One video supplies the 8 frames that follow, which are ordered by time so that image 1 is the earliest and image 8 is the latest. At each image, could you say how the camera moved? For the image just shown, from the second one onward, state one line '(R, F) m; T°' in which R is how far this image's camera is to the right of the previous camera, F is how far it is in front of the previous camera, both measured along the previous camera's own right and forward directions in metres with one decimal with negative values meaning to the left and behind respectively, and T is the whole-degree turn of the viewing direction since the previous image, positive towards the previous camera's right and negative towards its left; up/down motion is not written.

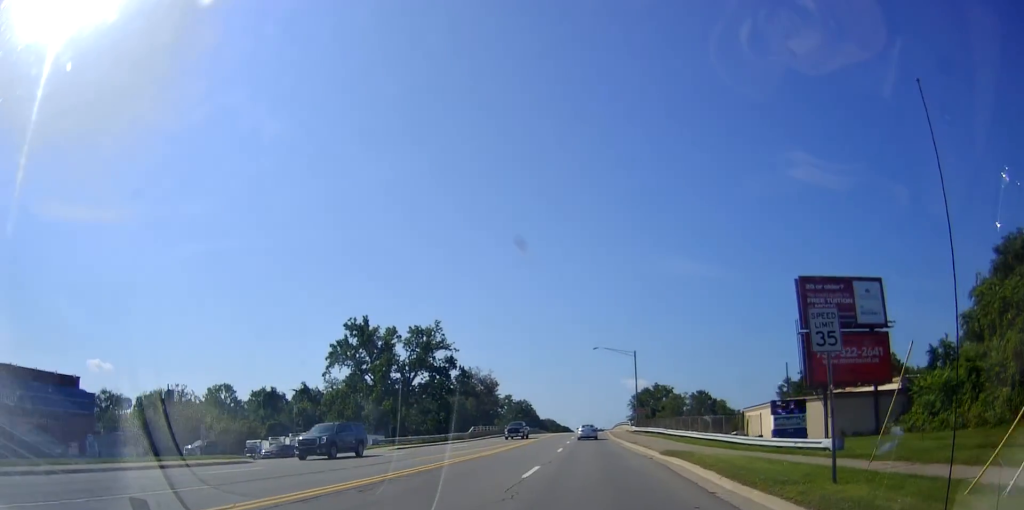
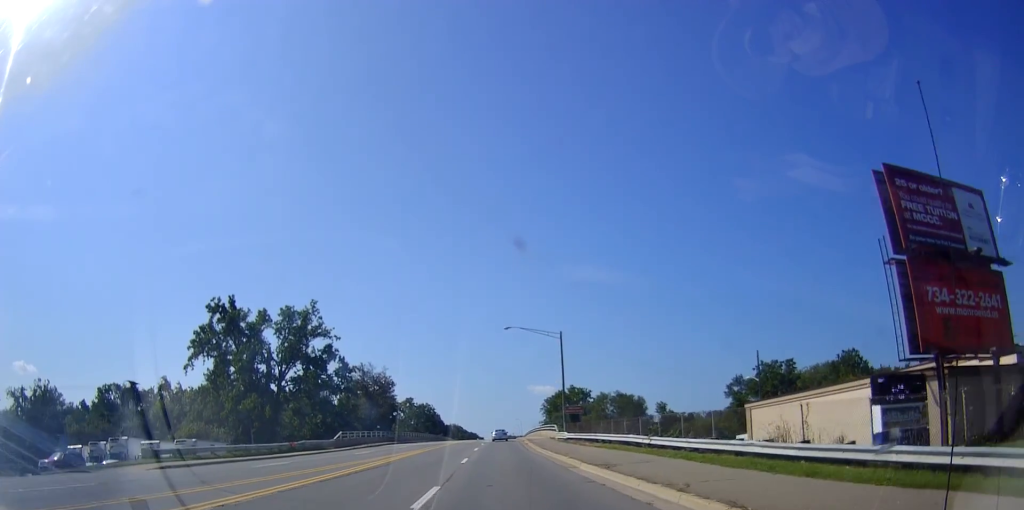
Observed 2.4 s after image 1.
(+5.6, +20.8) m; +16°
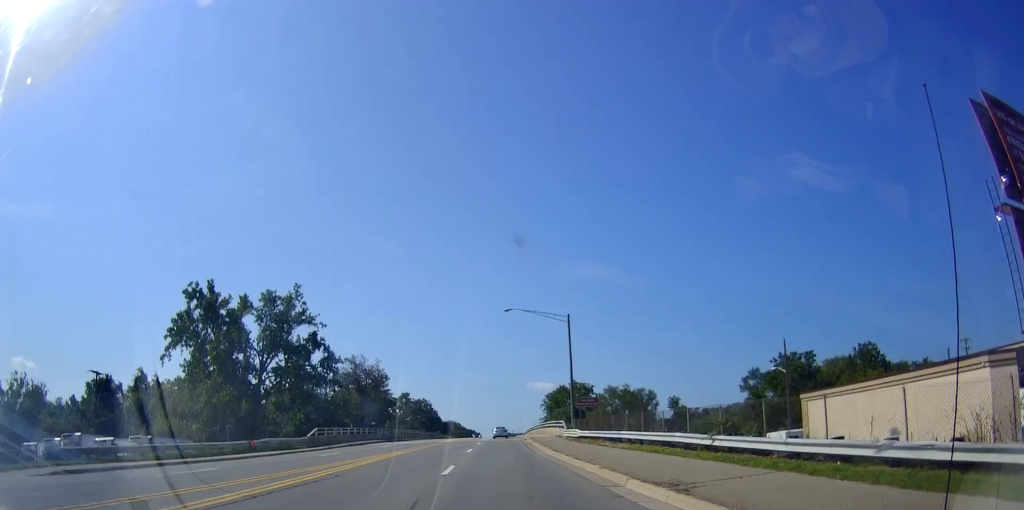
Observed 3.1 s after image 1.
(-0.1, +8.0) m; 0°
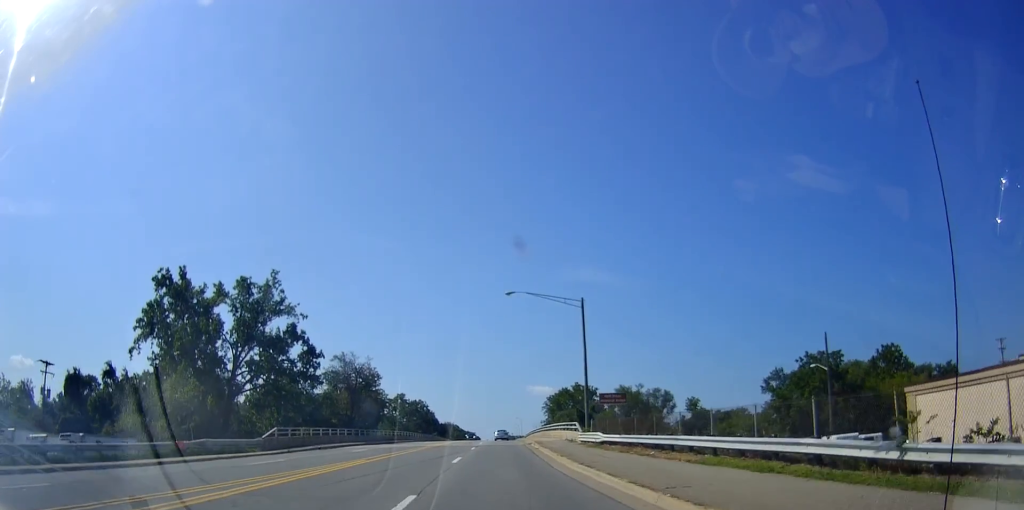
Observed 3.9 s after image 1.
(0.0, +9.7) m; 0°
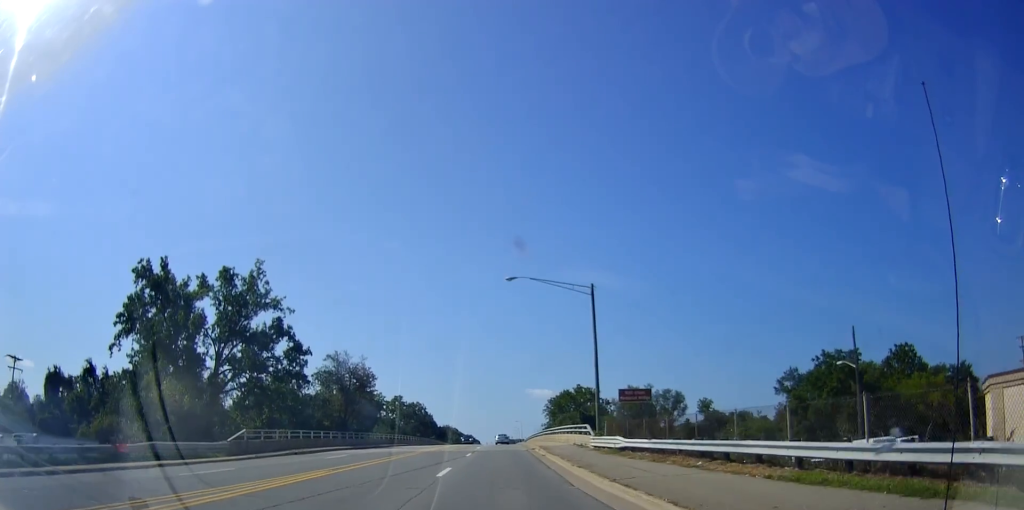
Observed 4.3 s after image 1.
(0.0, +5.4) m; 0°
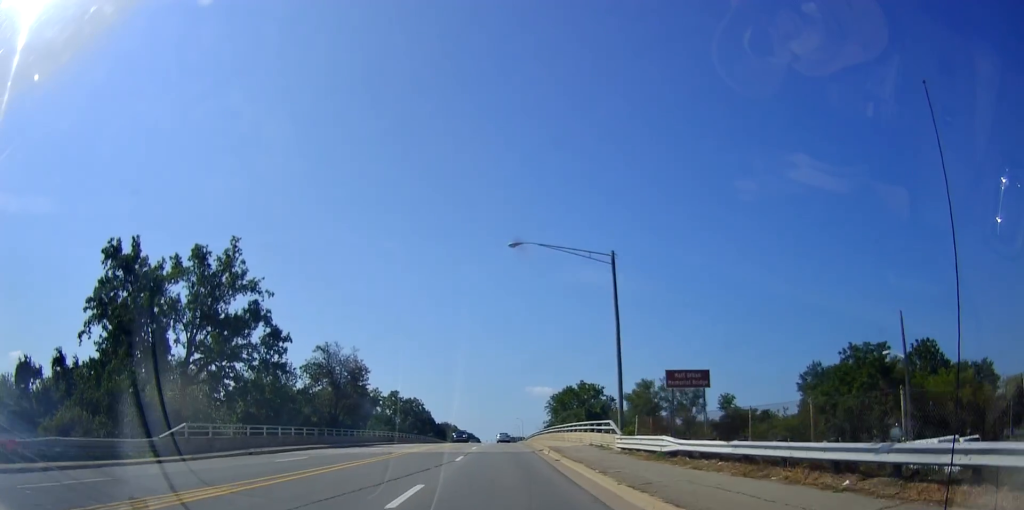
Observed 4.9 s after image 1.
(0.0, +7.8) m; 0°
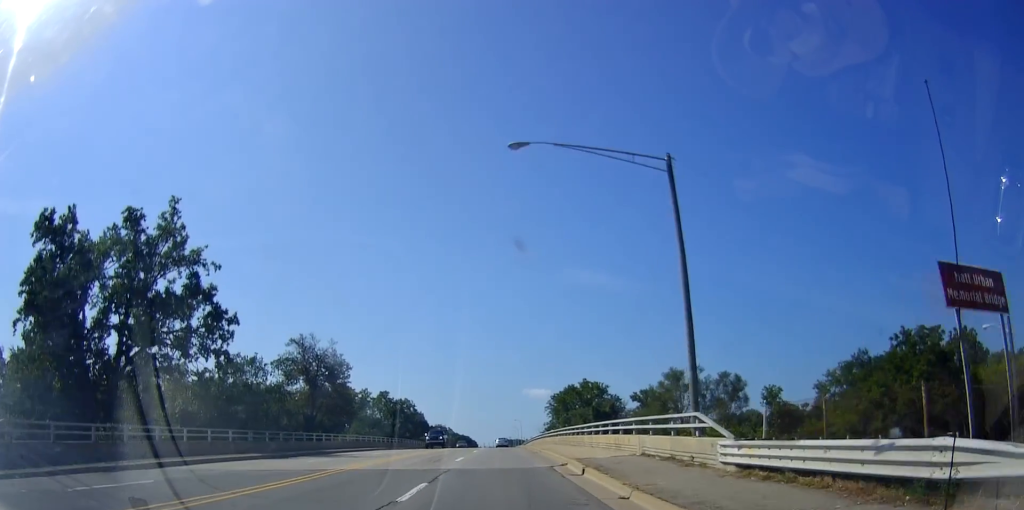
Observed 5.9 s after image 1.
(0.0, +13.7) m; 0°
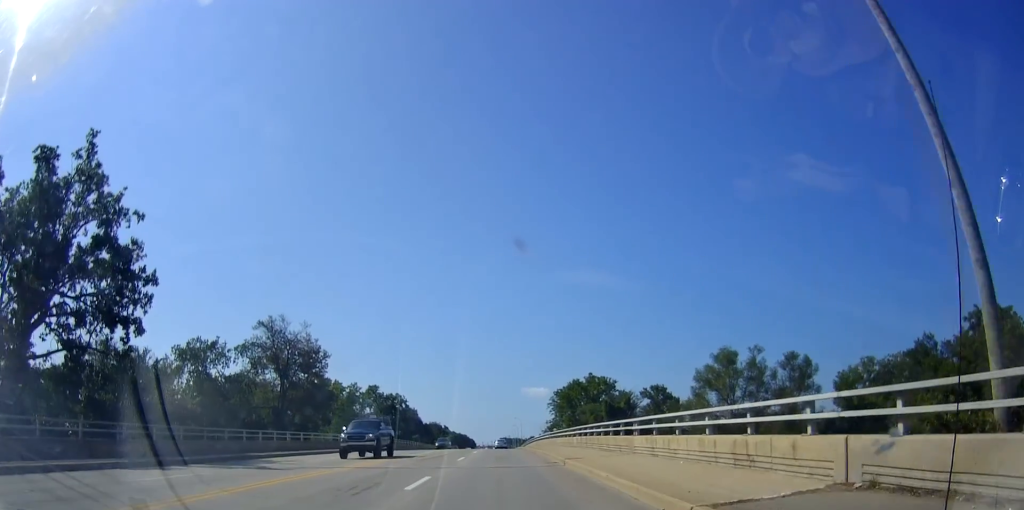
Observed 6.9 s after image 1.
(-0.1, +14.3) m; -1°
